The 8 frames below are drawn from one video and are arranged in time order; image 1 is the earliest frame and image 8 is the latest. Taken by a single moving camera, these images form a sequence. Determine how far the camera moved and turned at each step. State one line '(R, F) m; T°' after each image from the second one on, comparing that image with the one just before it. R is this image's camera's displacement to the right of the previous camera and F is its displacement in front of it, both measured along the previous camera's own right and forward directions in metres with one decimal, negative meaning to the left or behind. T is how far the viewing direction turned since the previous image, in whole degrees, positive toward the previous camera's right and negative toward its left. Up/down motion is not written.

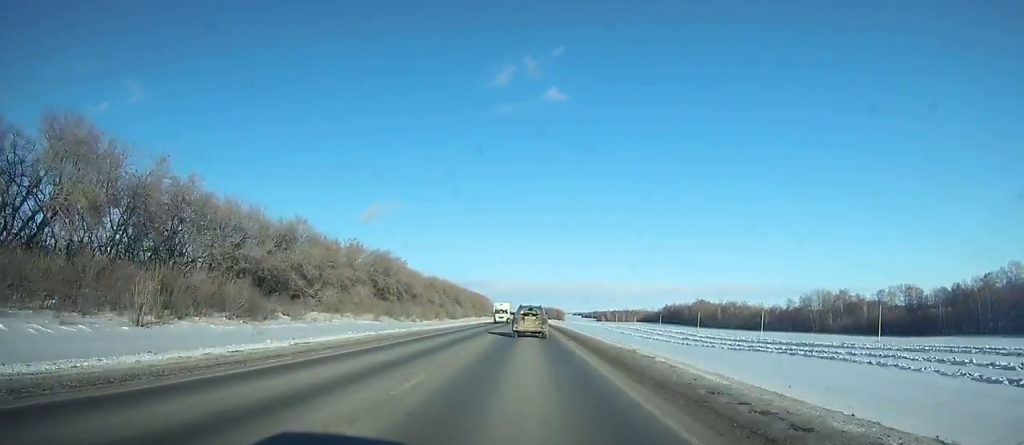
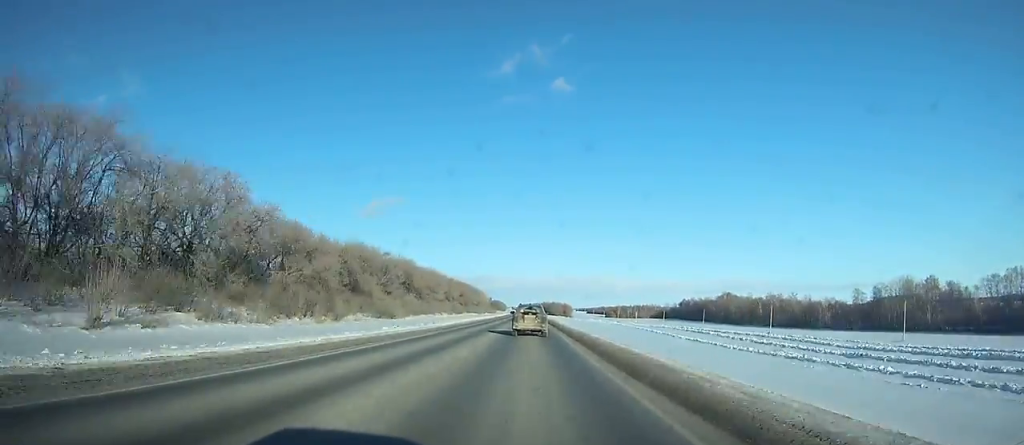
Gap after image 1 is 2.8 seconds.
(-0.1, +75.0) m; 0°
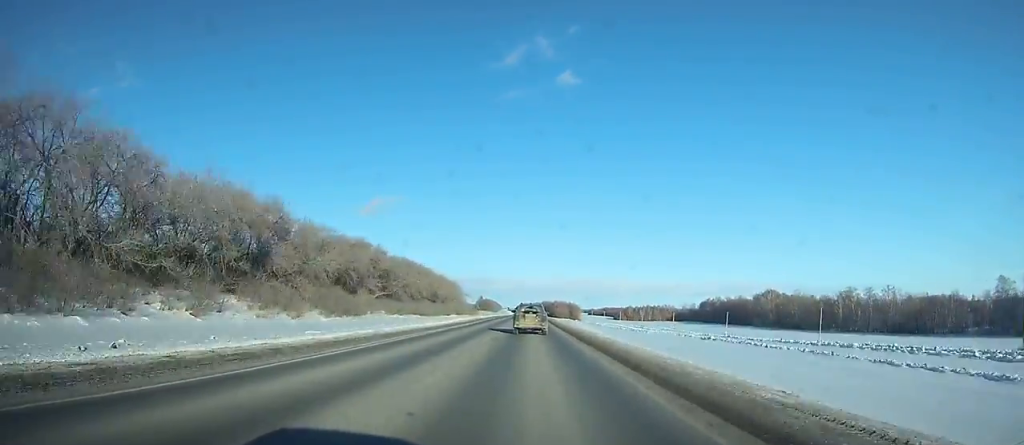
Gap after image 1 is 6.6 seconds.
(+0.4, +102.7) m; 0°
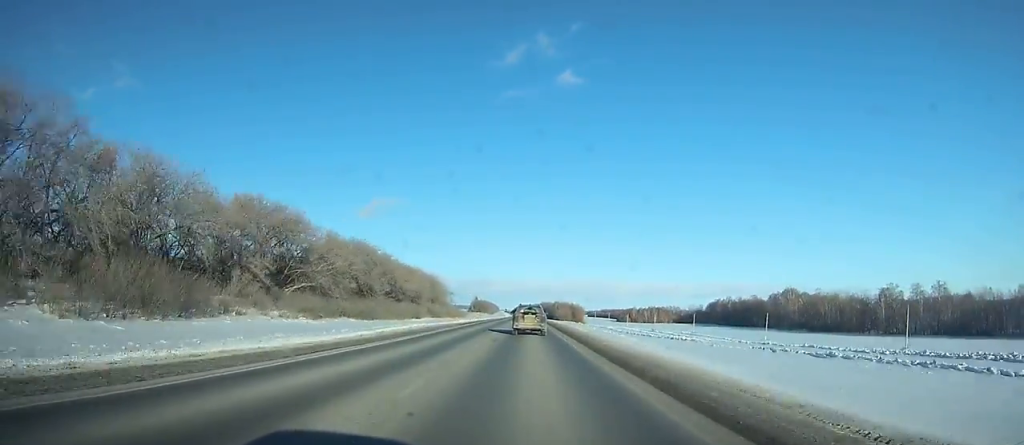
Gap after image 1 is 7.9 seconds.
(0.0, +35.3) m; 0°
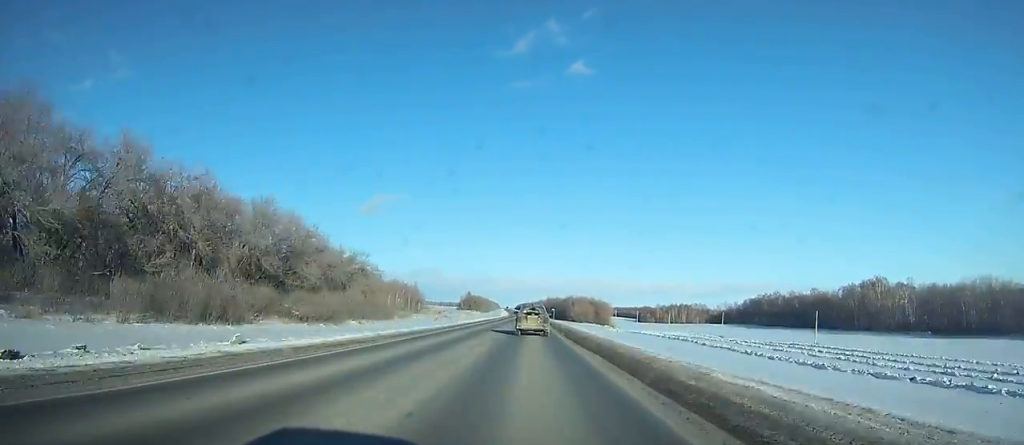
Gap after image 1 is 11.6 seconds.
(+0.1, +100.5) m; 0°
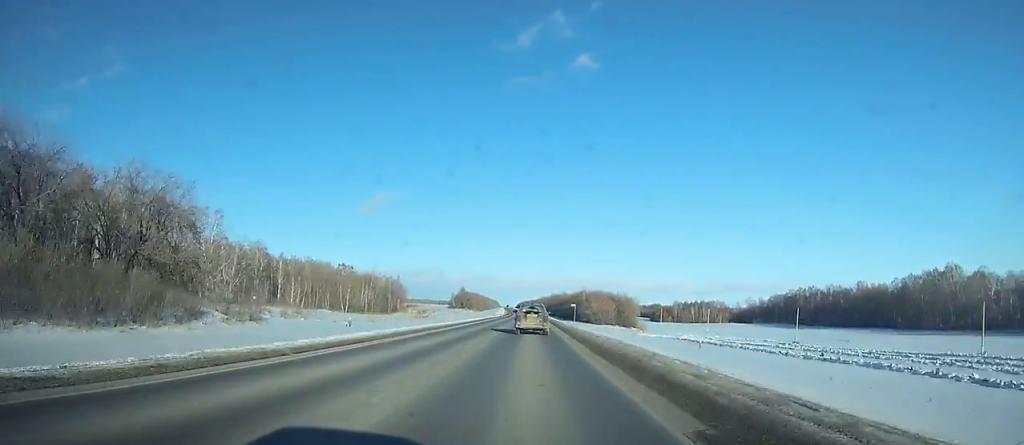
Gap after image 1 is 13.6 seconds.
(-0.1, +54.3) m; 0°
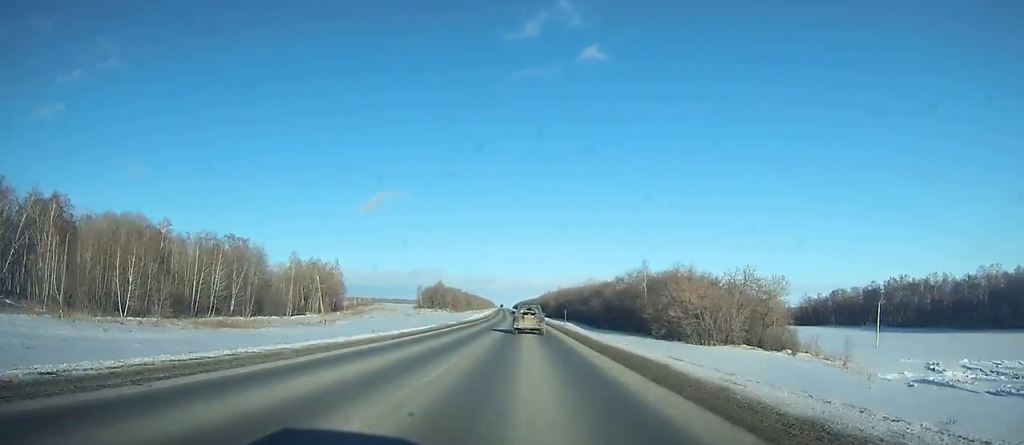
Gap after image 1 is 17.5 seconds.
(-0.1, +105.7) m; -1°
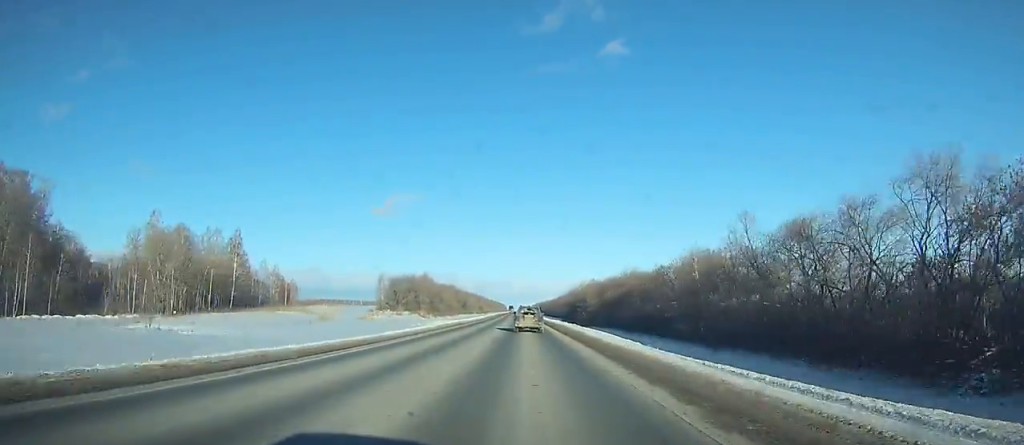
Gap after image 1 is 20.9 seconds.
(-0.8, +92.6) m; -1°
